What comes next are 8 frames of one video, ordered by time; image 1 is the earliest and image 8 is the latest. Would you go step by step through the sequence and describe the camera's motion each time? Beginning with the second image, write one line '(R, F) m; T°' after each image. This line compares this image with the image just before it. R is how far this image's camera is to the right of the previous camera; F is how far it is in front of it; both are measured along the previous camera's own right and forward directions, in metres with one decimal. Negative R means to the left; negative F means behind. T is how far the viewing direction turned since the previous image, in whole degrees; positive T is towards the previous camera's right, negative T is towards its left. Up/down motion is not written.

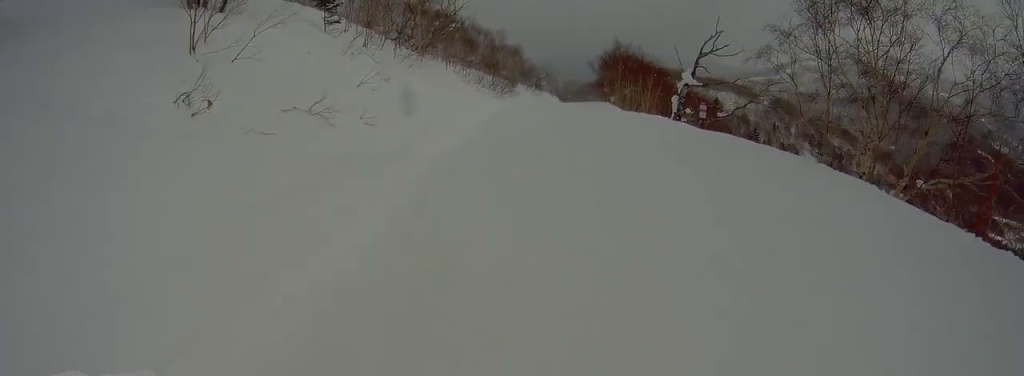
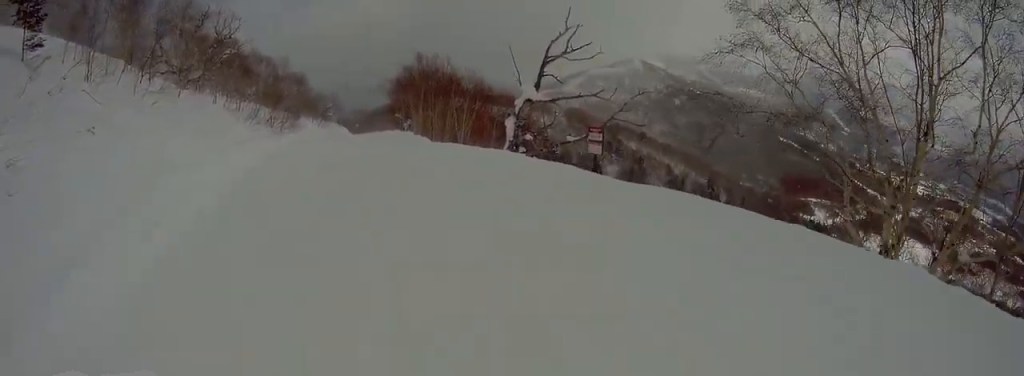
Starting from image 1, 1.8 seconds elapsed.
(+2.7, +8.2) m; 0°
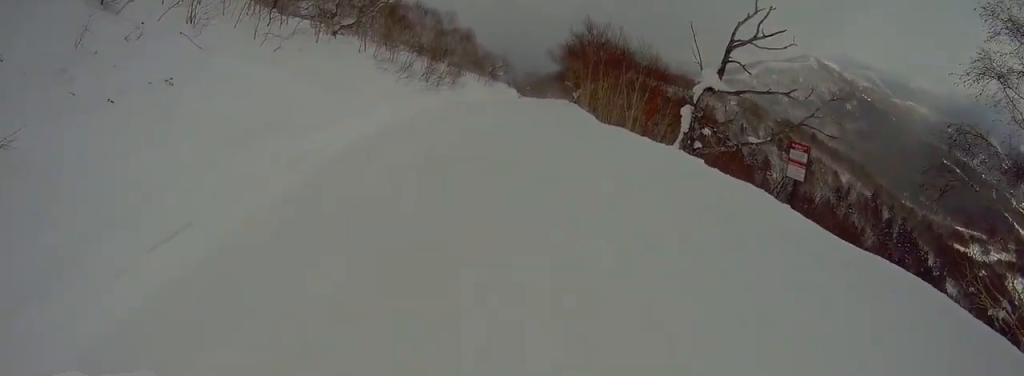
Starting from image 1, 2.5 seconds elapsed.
(-0.8, +2.7) m; -12°
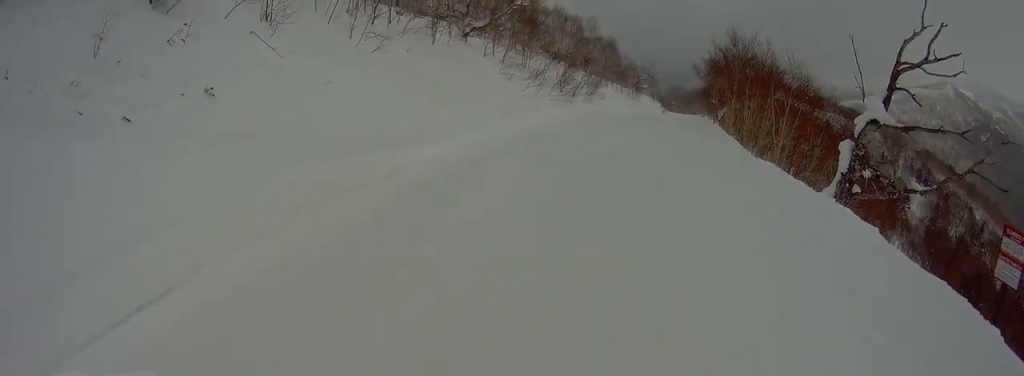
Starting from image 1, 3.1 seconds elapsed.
(-0.7, +3.0) m; -8°
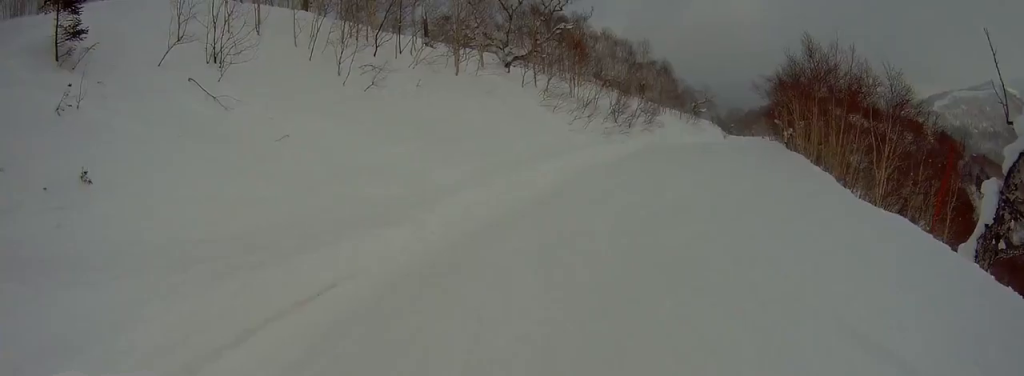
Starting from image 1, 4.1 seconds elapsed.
(+0.5, +4.8) m; +6°
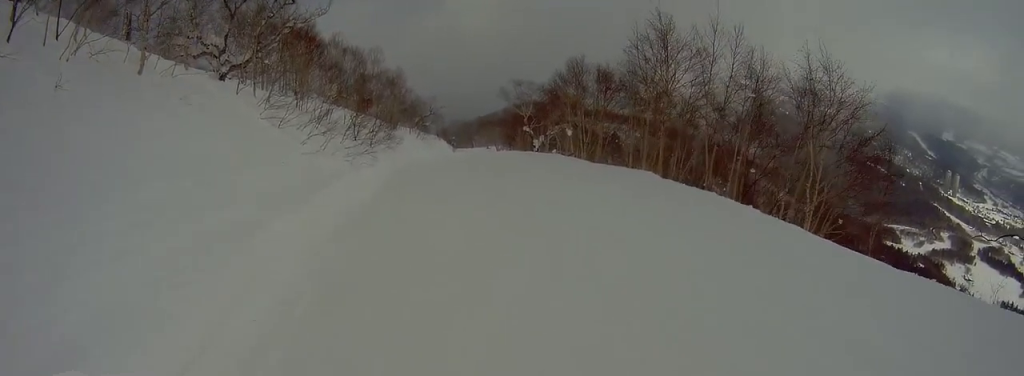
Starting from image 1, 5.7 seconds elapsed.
(0.0, +8.2) m; +12°
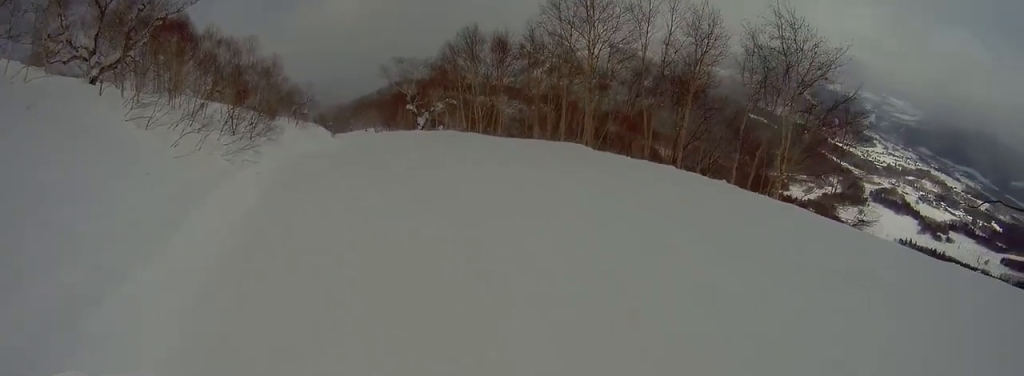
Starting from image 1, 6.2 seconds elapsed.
(+0.2, +2.2) m; +7°
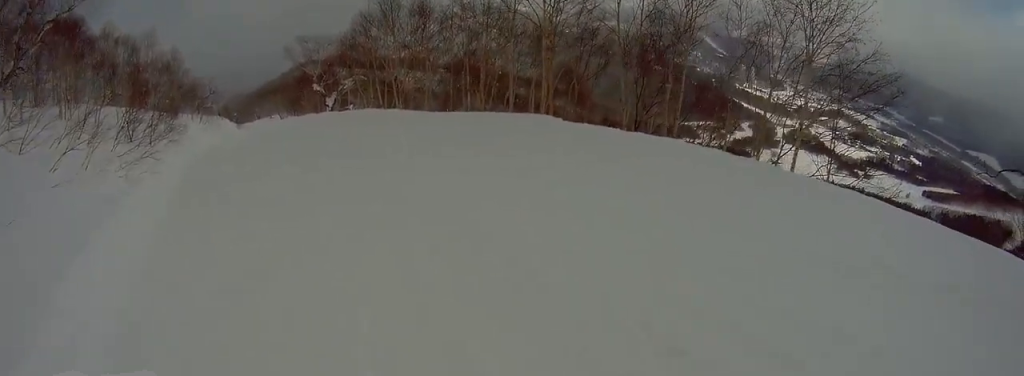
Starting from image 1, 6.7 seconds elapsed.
(+0.5, +2.5) m; +9°
